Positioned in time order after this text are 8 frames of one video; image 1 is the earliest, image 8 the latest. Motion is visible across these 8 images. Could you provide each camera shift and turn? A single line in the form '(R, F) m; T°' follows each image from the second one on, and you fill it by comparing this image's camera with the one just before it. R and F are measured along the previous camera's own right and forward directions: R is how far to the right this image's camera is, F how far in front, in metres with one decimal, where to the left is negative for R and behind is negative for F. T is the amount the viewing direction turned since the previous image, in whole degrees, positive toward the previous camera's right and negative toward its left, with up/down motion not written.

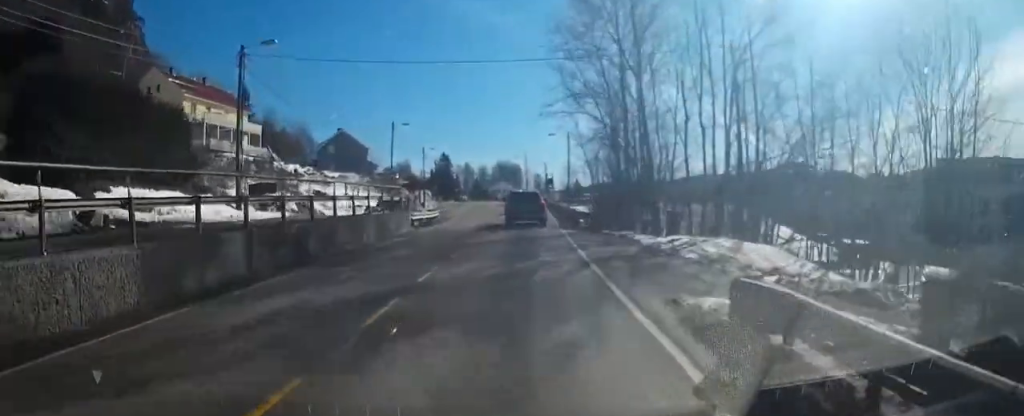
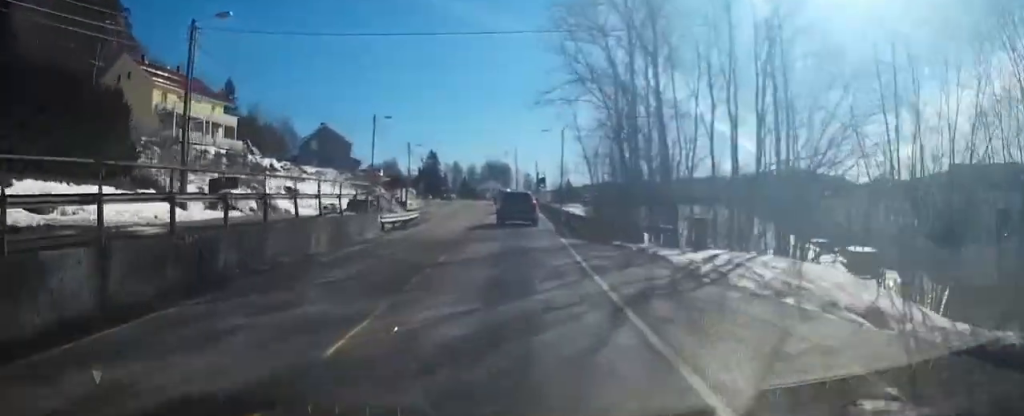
(0.0, +4.8) m; +1°
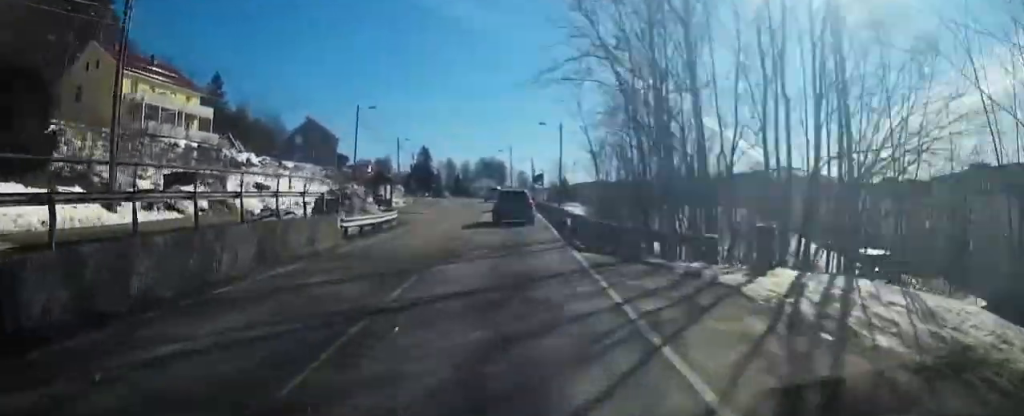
(+0.1, +5.1) m; +1°
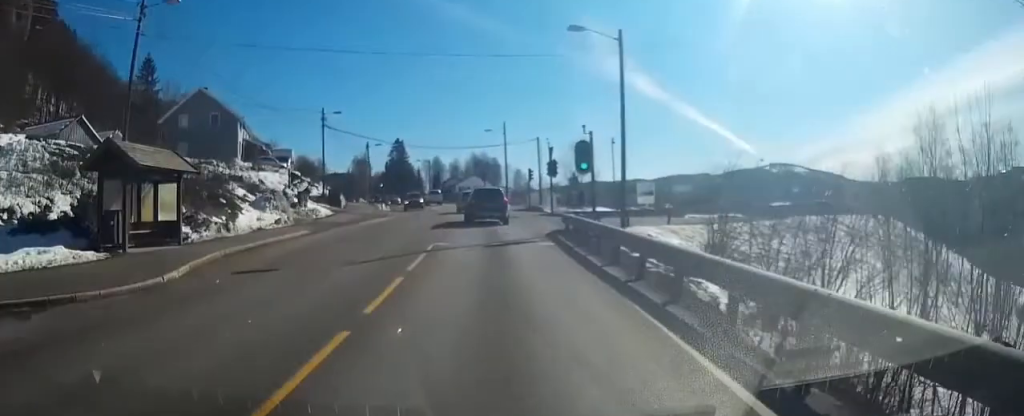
(+0.8, +36.1) m; 0°
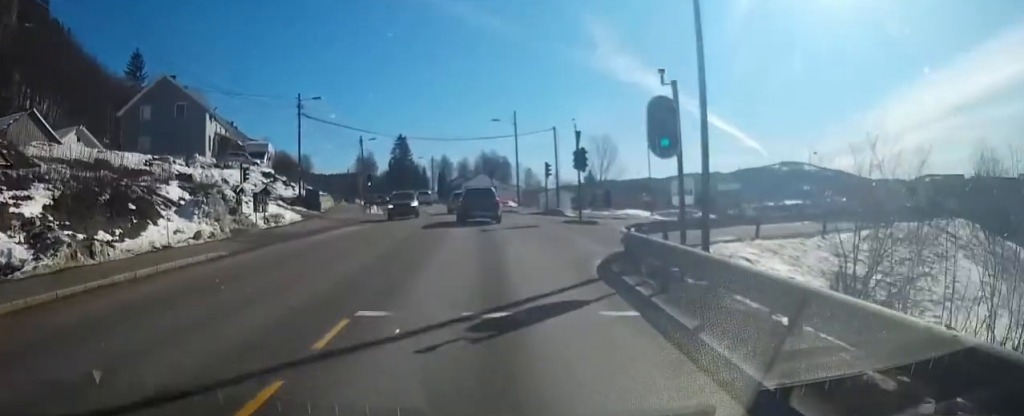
(-0.1, +9.8) m; -1°
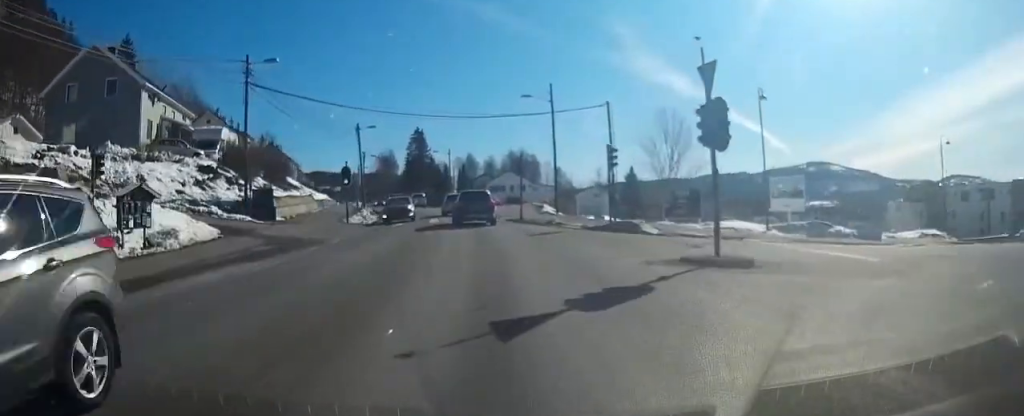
(-0.4, +15.4) m; -3°
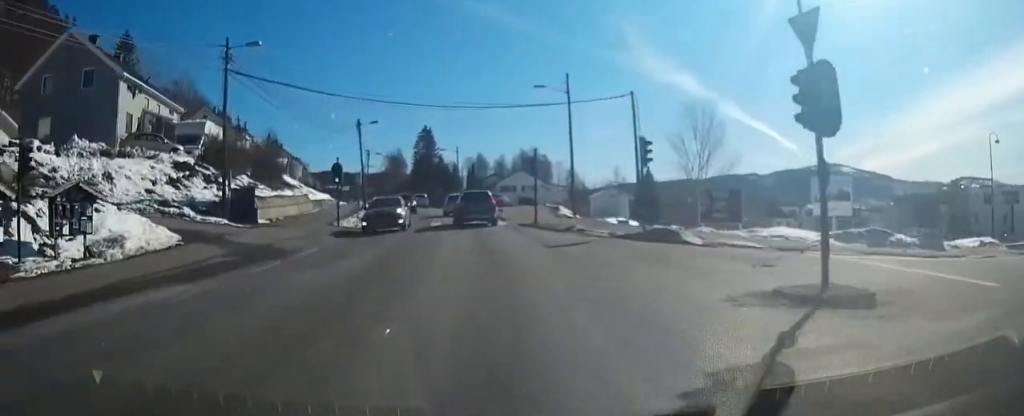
(-0.1, +4.2) m; -1°
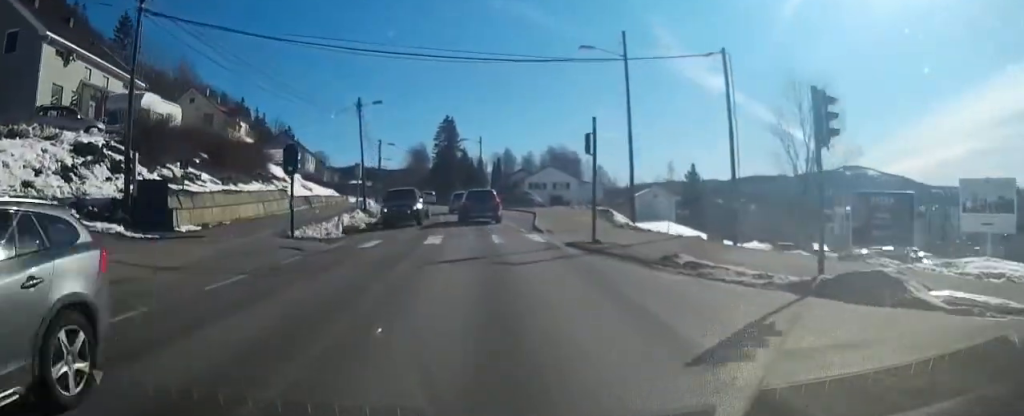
(0.0, +10.4) m; -2°
